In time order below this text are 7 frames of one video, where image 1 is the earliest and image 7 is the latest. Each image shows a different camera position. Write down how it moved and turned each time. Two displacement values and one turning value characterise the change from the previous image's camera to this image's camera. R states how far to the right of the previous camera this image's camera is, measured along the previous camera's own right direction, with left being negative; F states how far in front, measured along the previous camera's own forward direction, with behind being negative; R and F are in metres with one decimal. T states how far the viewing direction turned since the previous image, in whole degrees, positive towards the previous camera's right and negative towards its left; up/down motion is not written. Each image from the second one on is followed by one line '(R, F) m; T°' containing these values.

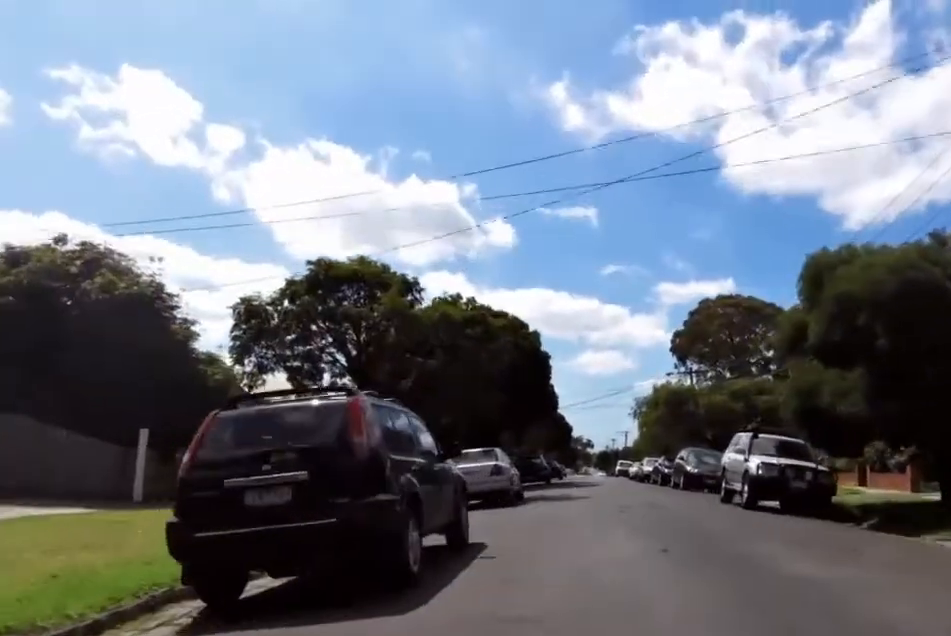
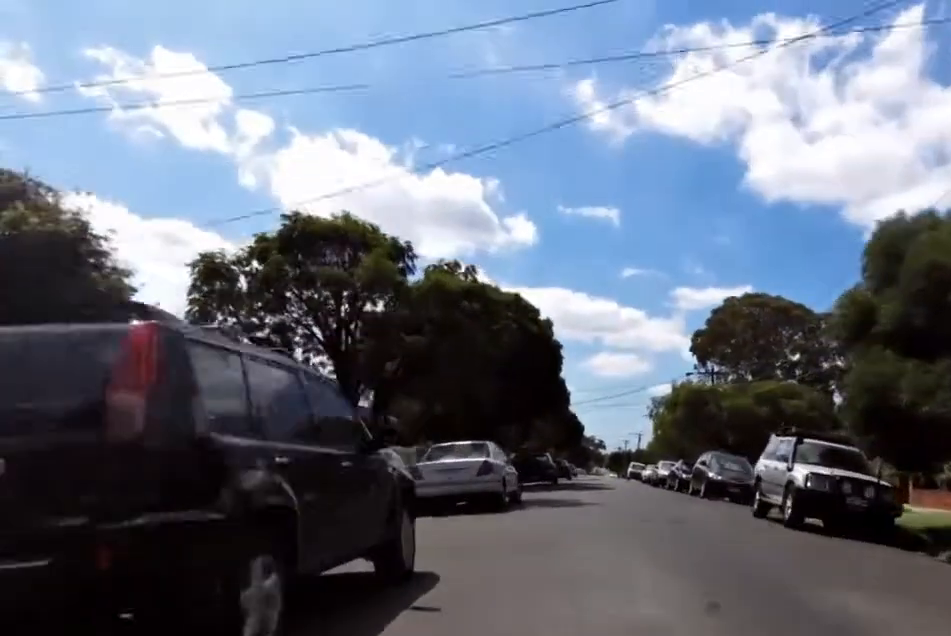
(0.0, +3.1) m; +2°
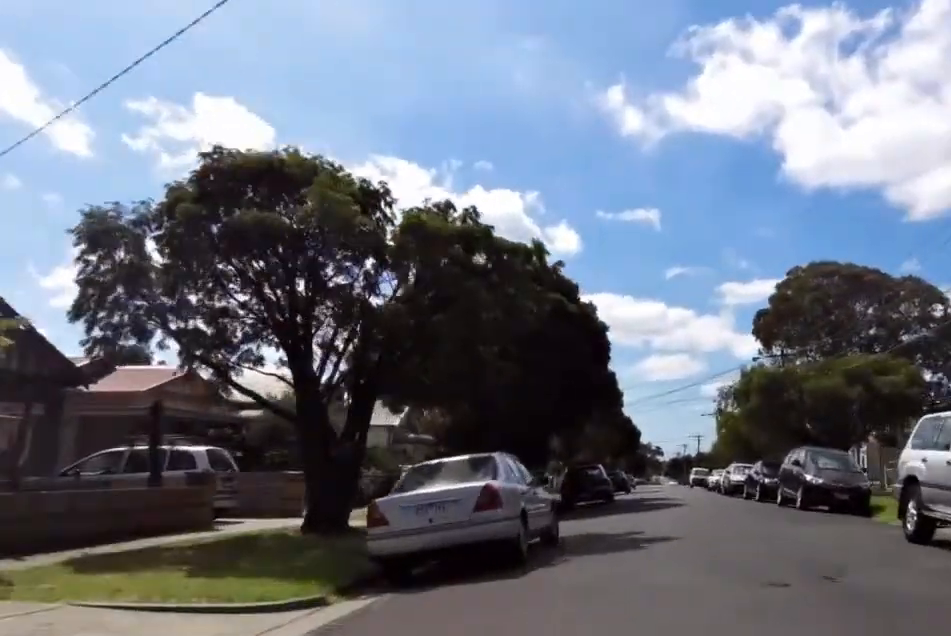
(-0.6, +5.5) m; +2°
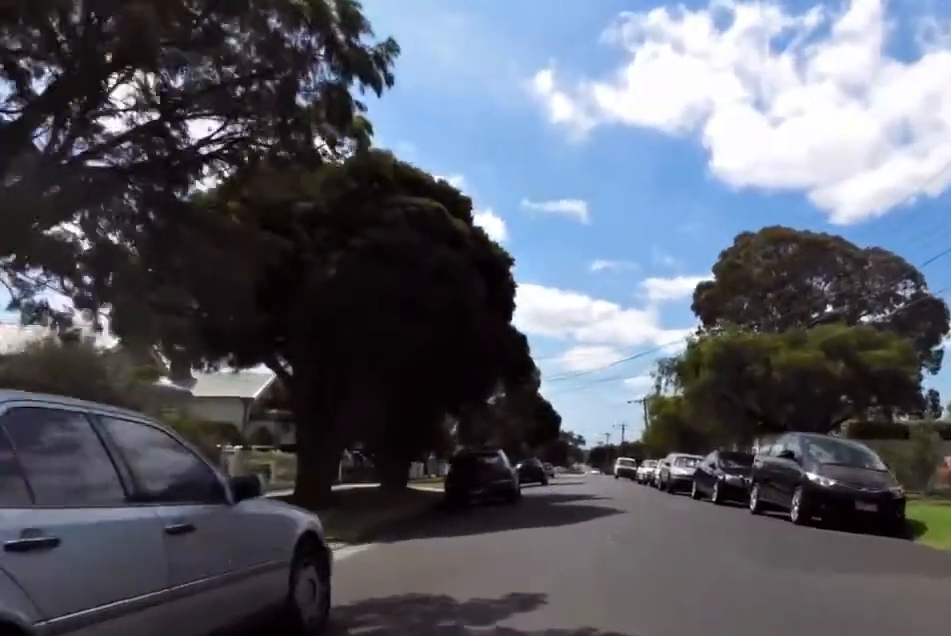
(+1.1, +7.0) m; +9°
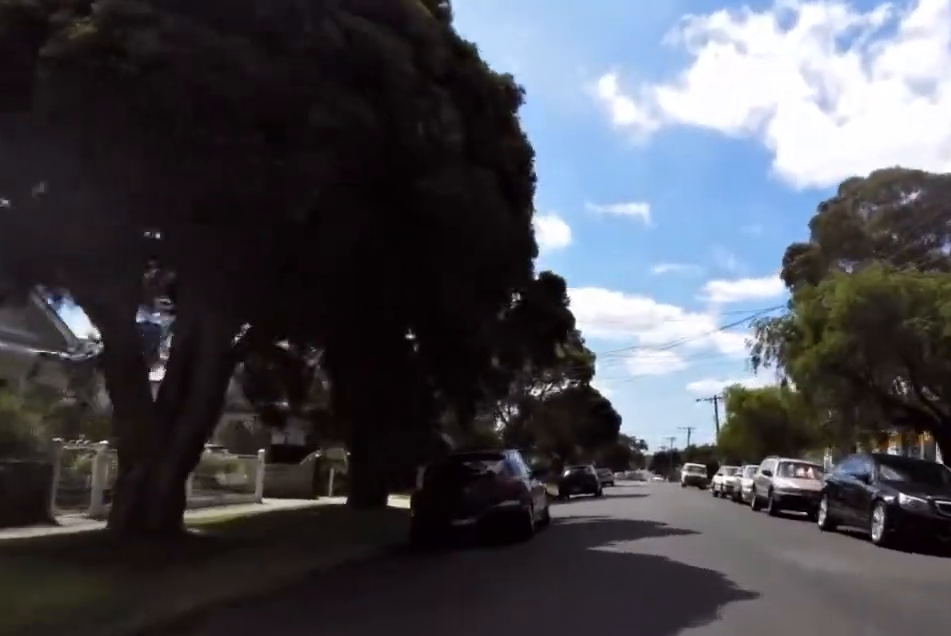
(0.0, +8.4) m; -4°
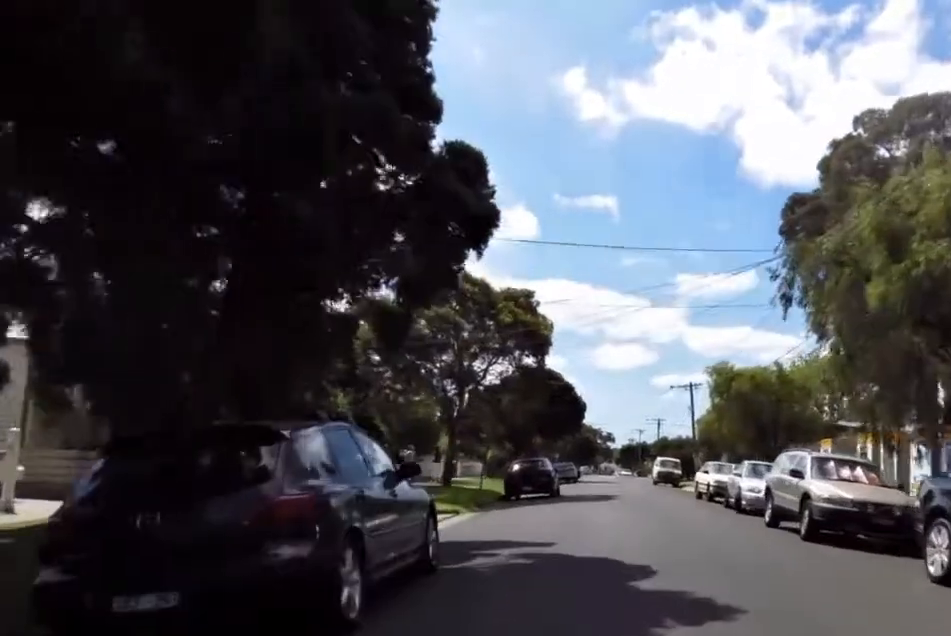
(-0.3, +6.7) m; -10°
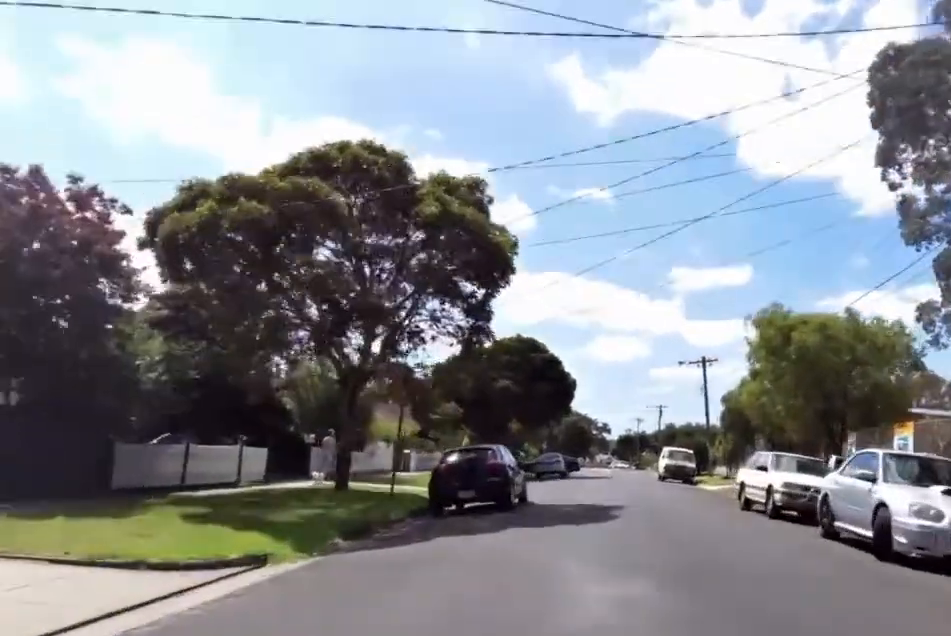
(-1.3, +10.9) m; -1°
